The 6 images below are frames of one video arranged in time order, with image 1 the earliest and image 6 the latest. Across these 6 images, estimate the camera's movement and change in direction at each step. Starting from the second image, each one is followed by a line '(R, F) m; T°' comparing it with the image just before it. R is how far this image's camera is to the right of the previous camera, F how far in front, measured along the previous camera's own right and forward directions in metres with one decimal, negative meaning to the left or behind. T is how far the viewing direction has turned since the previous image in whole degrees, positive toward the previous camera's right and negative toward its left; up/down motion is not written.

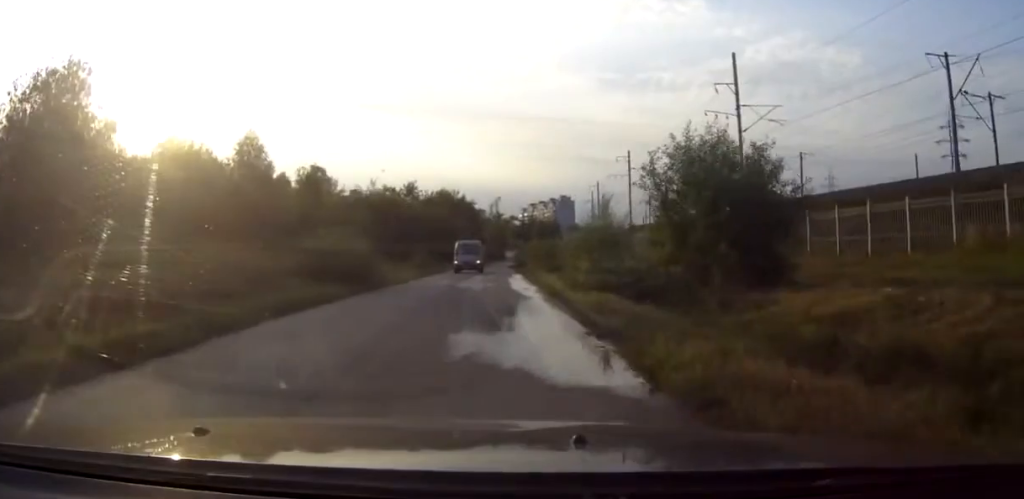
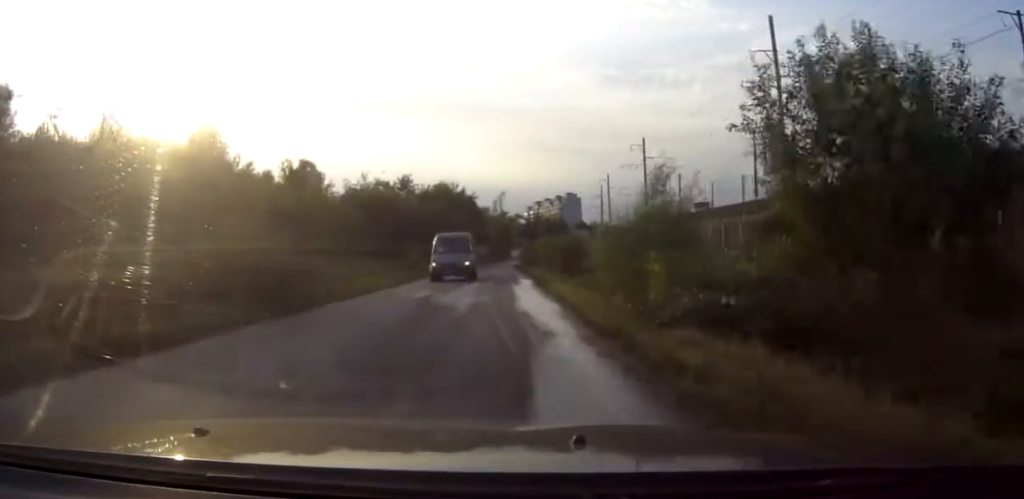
(0.0, +9.3) m; 0°
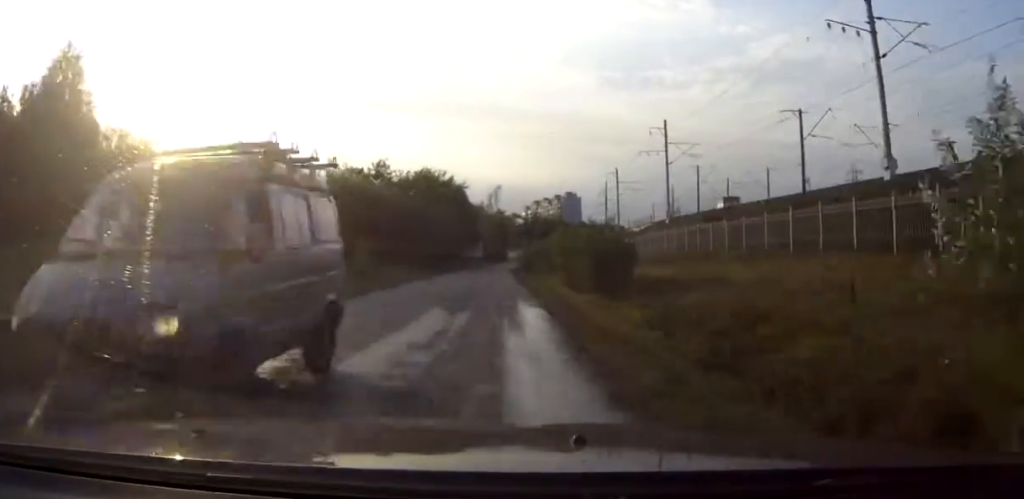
(0.0, +16.4) m; -1°
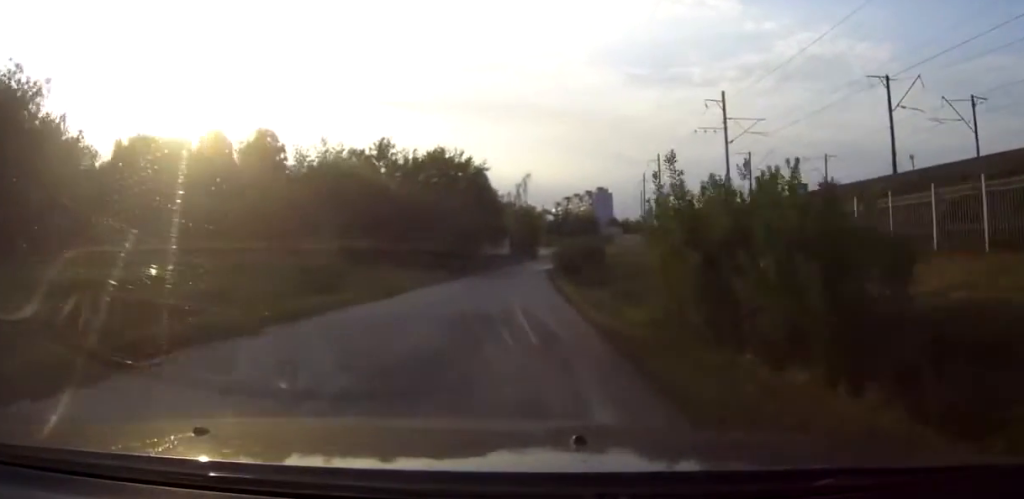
(-0.2, +14.5) m; -1°
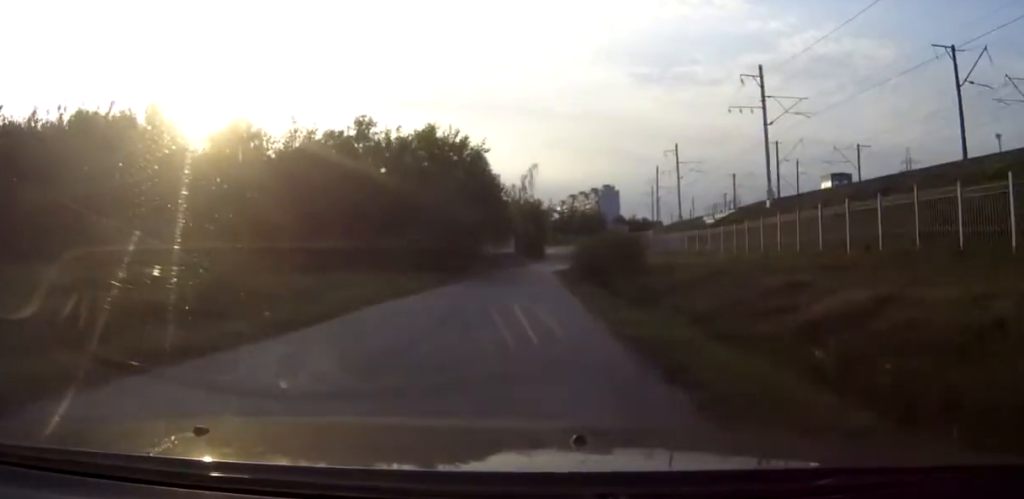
(0.0, +10.4) m; 0°
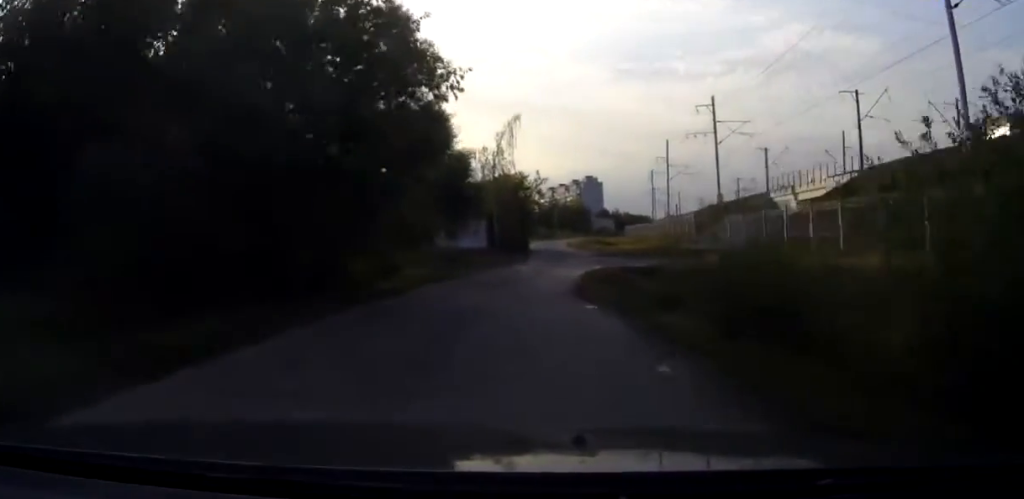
(0.0, +32.4) m; +1°
